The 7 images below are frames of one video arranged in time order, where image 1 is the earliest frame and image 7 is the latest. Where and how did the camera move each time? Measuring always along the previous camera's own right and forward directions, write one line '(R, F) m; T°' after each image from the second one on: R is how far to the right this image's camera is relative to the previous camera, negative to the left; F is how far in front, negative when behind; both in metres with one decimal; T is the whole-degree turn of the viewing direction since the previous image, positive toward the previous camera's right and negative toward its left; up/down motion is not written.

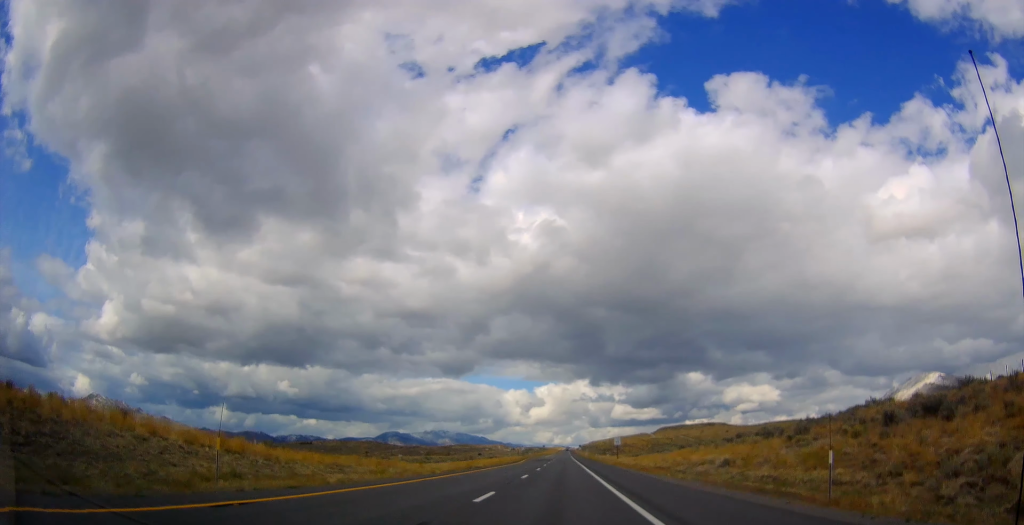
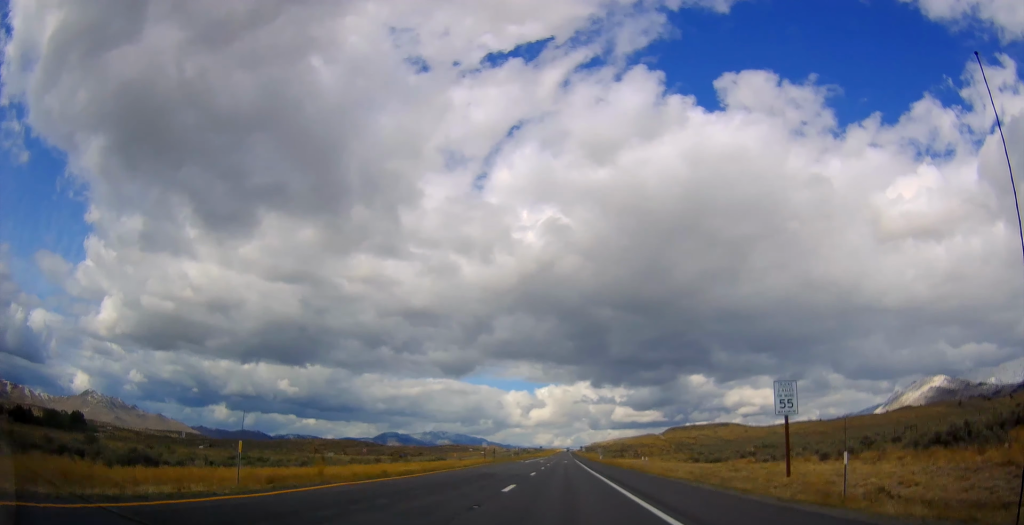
(-0.5, +86.5) m; 0°
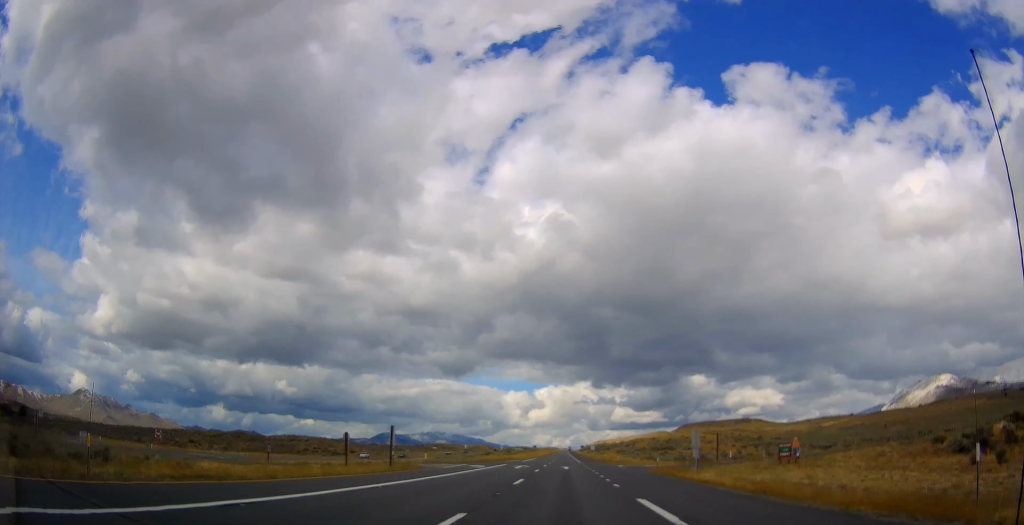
(+0.1, +115.9) m; 0°
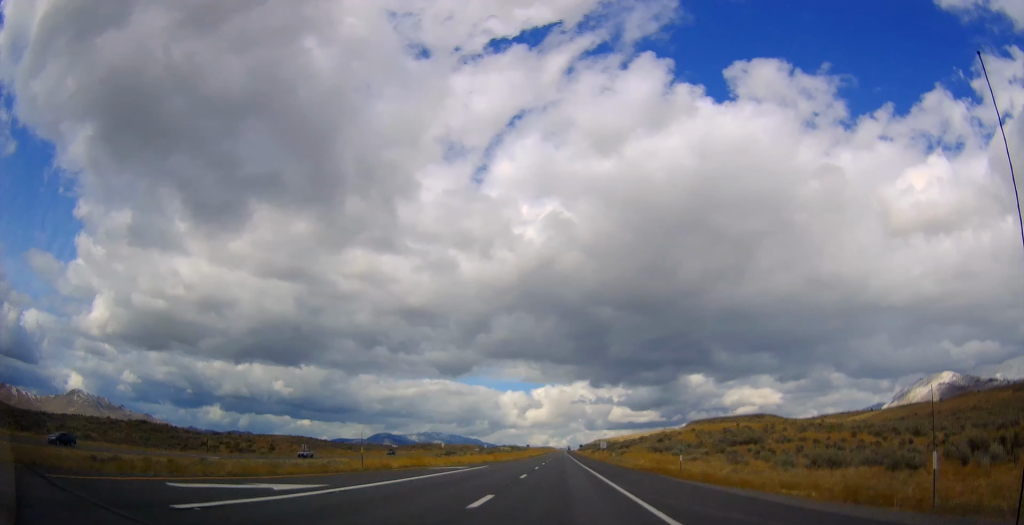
(+0.1, +68.7) m; 0°
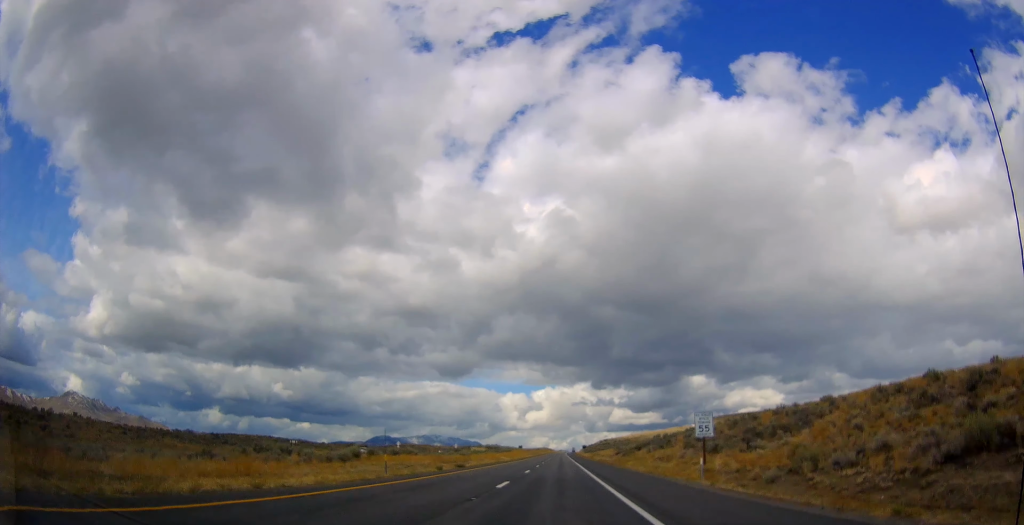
(0.0, +95.9) m; 0°
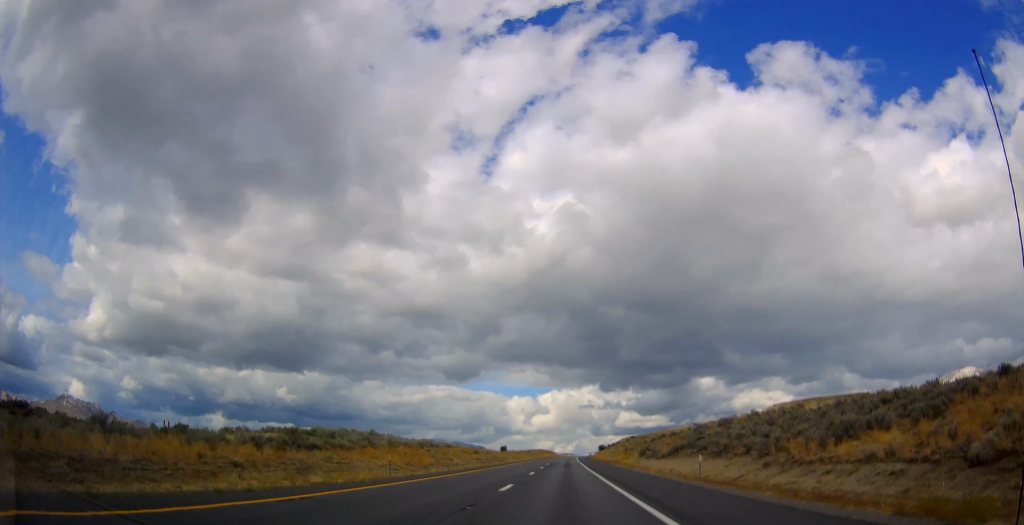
(+0.5, +165.7) m; +1°
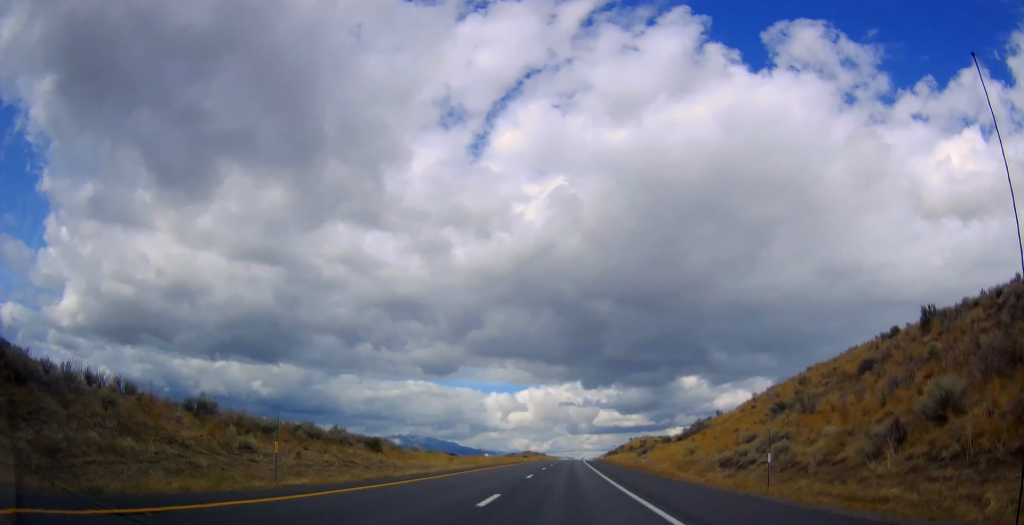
(+6.4, +328.3) m; +2°
